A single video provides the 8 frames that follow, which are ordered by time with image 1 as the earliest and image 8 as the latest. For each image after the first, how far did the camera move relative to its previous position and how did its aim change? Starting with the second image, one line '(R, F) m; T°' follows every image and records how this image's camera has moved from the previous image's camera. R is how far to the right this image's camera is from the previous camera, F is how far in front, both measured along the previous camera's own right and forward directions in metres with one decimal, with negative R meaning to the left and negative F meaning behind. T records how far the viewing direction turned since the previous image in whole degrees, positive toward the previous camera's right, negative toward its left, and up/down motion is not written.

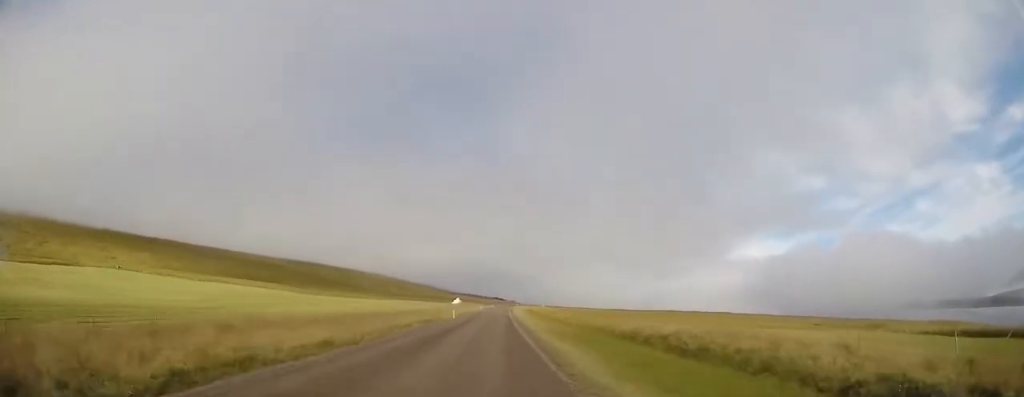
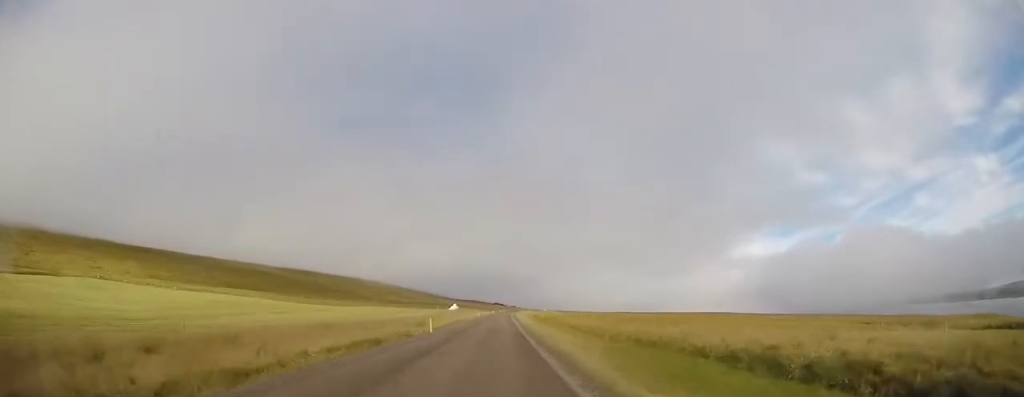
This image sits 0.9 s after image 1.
(-0.1, +14.7) m; 0°
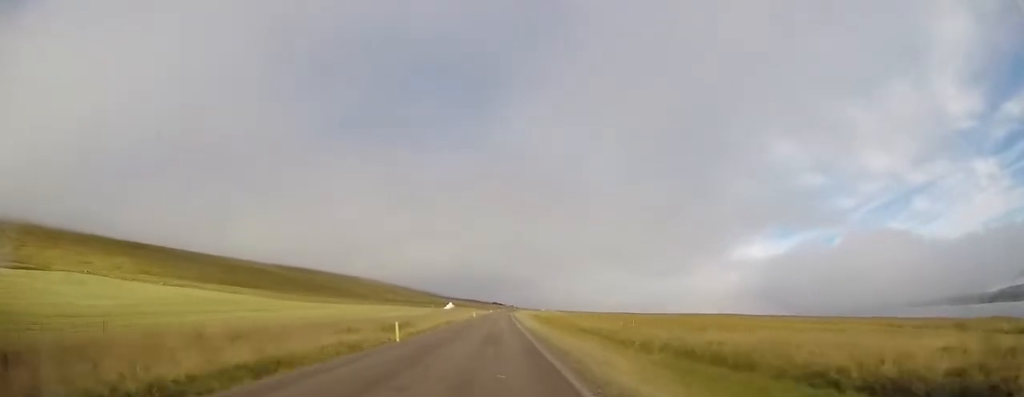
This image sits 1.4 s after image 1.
(0.0, +8.4) m; 0°
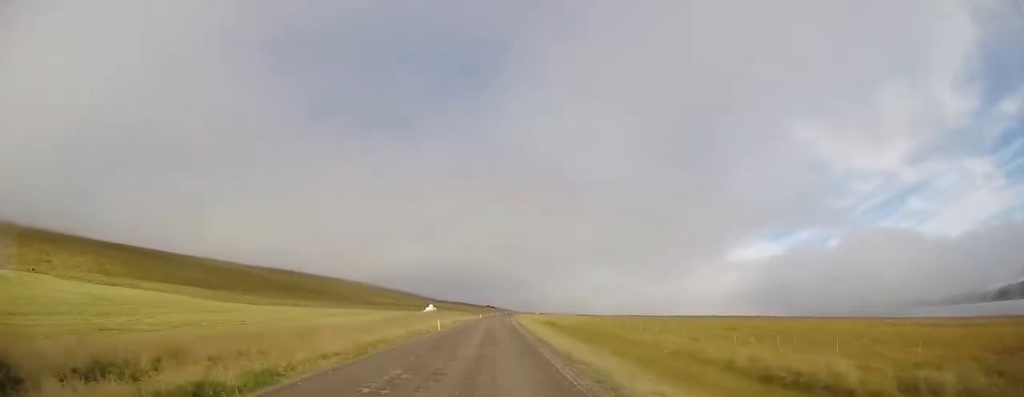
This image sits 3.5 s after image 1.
(+0.7, +35.4) m; +2°
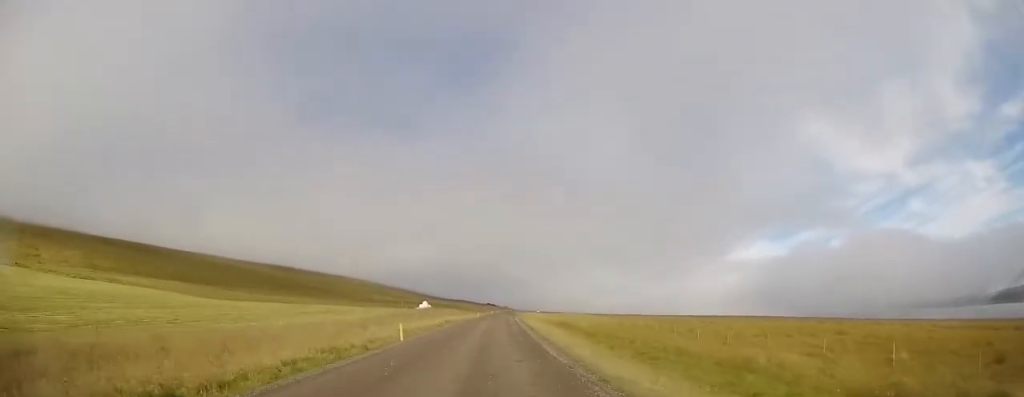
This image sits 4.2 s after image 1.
(+0.2, +12.5) m; 0°
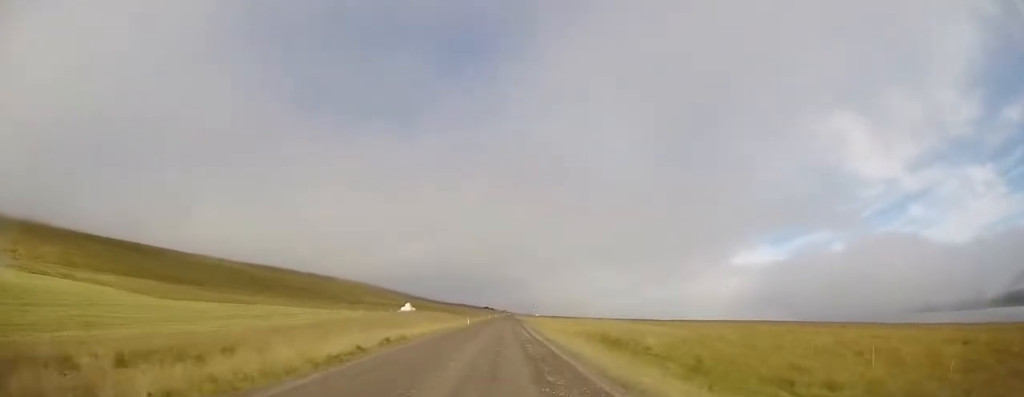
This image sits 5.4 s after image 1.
(-0.5, +22.0) m; -1°
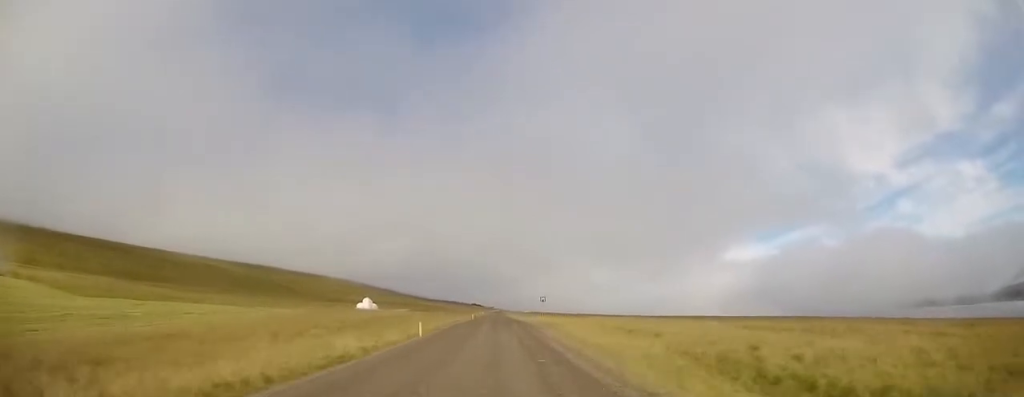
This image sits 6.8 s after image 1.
(0.0, +25.3) m; +1°
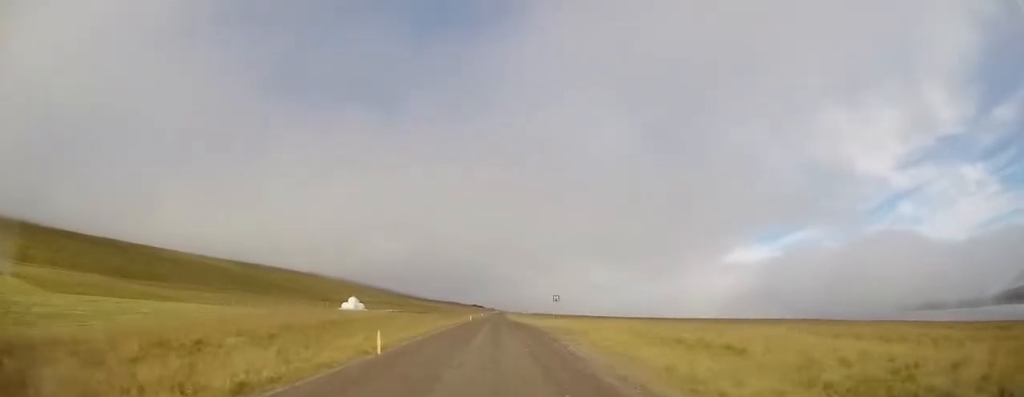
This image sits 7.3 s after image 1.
(0.0, +8.4) m; +1°
